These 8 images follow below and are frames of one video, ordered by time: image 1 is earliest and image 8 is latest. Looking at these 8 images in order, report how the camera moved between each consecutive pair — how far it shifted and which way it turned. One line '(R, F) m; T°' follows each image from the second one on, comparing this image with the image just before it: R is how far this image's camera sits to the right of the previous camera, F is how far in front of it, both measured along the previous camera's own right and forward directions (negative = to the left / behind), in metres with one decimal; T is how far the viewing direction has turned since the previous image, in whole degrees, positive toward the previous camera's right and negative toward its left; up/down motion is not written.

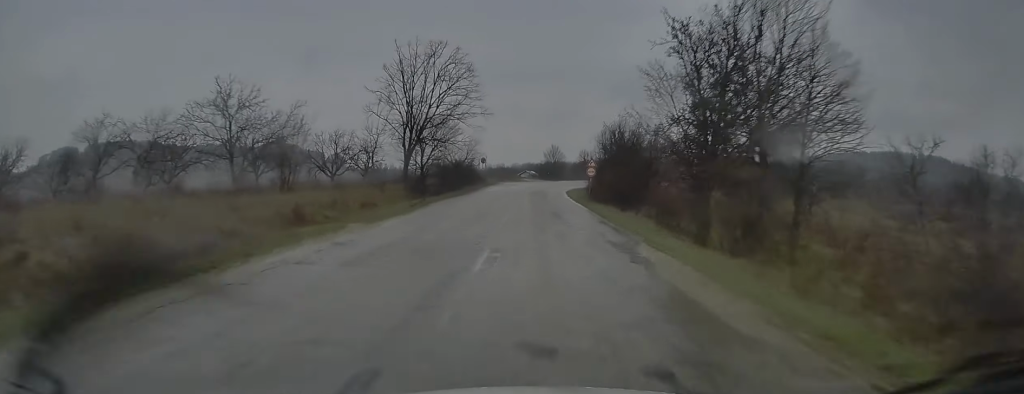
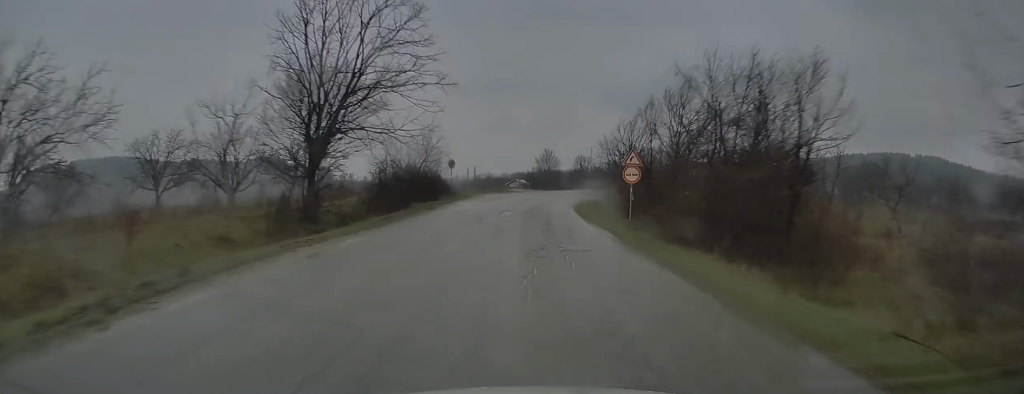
(0.0, +19.6) m; +1°
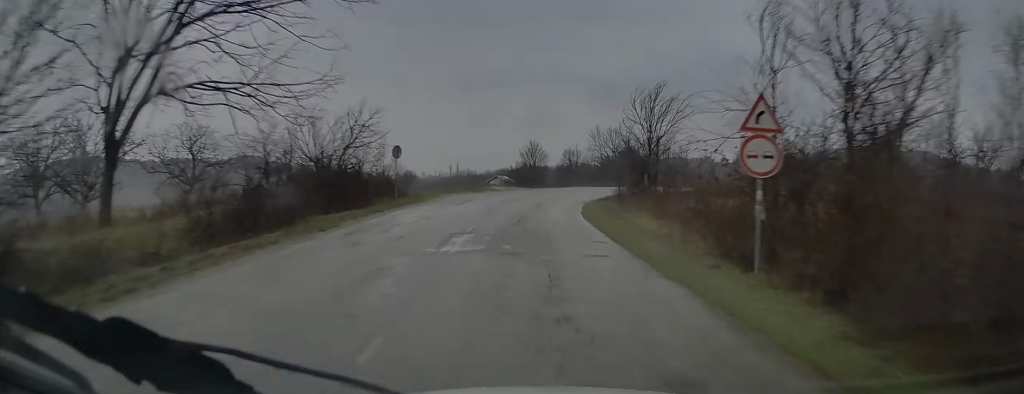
(+0.1, +14.2) m; +1°
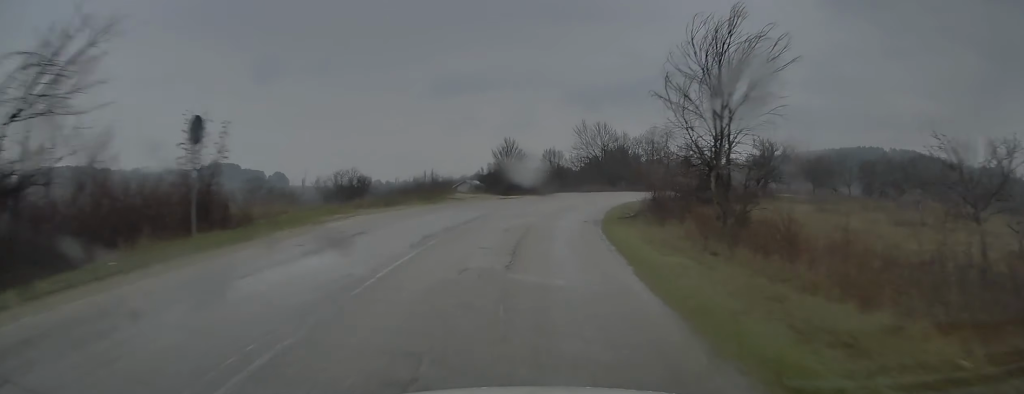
(+0.1, +17.5) m; +2°
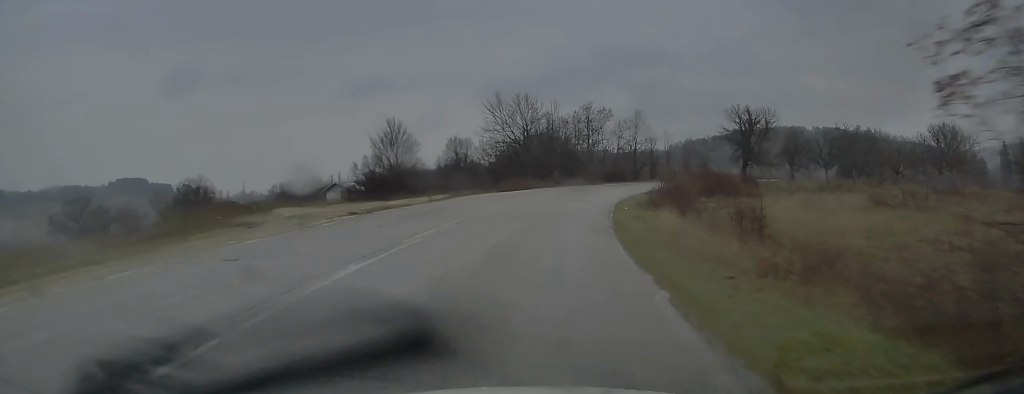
(+1.2, +27.1) m; +6°
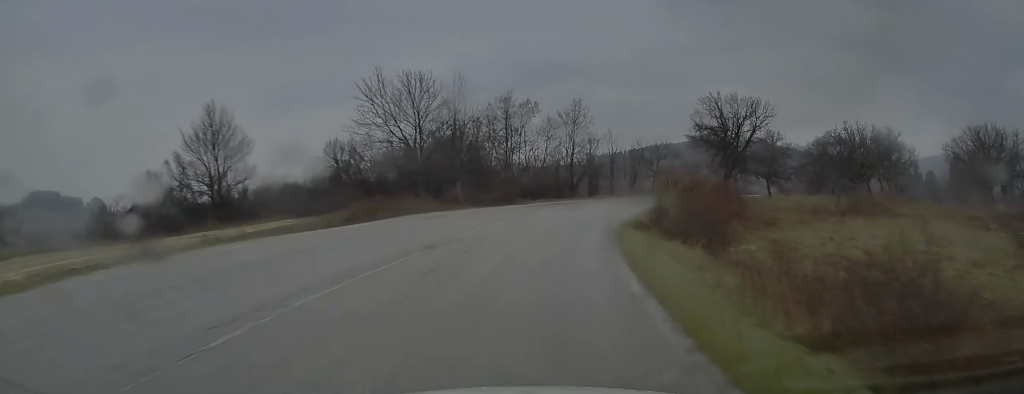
(+1.4, +23.0) m; +8°
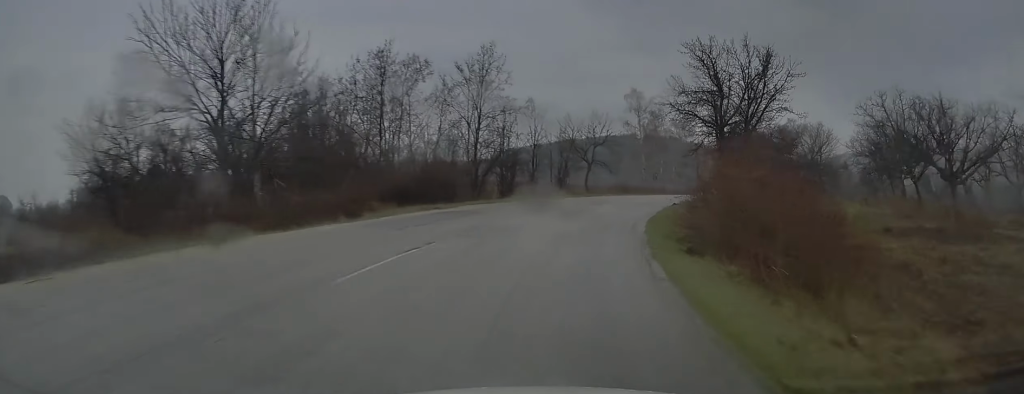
(+1.1, +21.1) m; +7°
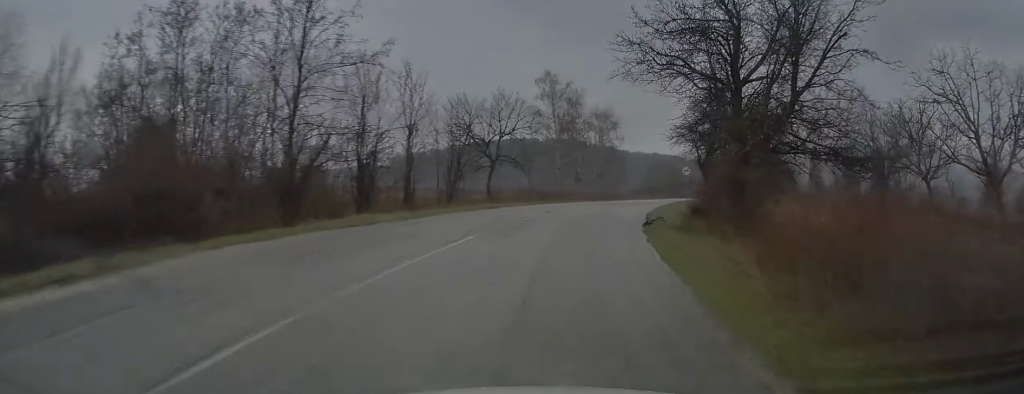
(+1.0, +16.2) m; +8°
